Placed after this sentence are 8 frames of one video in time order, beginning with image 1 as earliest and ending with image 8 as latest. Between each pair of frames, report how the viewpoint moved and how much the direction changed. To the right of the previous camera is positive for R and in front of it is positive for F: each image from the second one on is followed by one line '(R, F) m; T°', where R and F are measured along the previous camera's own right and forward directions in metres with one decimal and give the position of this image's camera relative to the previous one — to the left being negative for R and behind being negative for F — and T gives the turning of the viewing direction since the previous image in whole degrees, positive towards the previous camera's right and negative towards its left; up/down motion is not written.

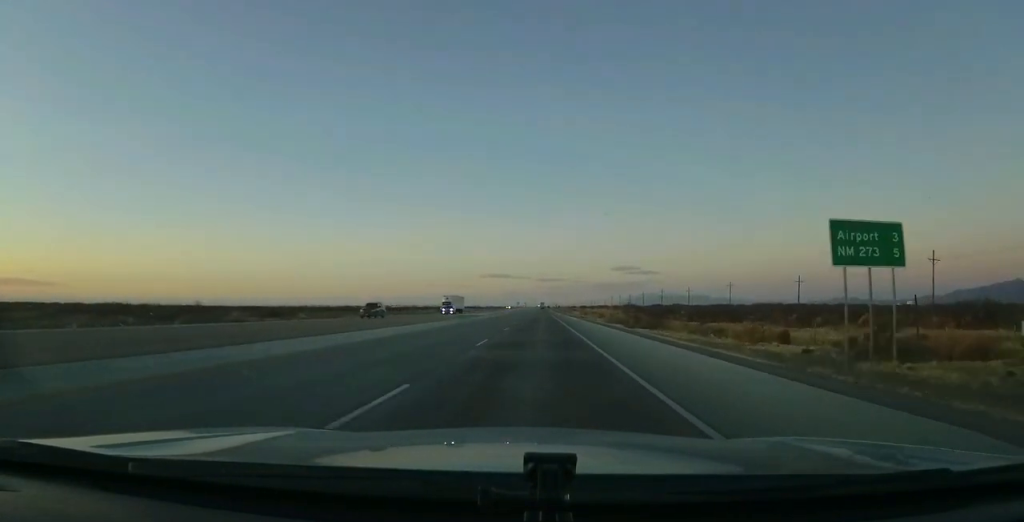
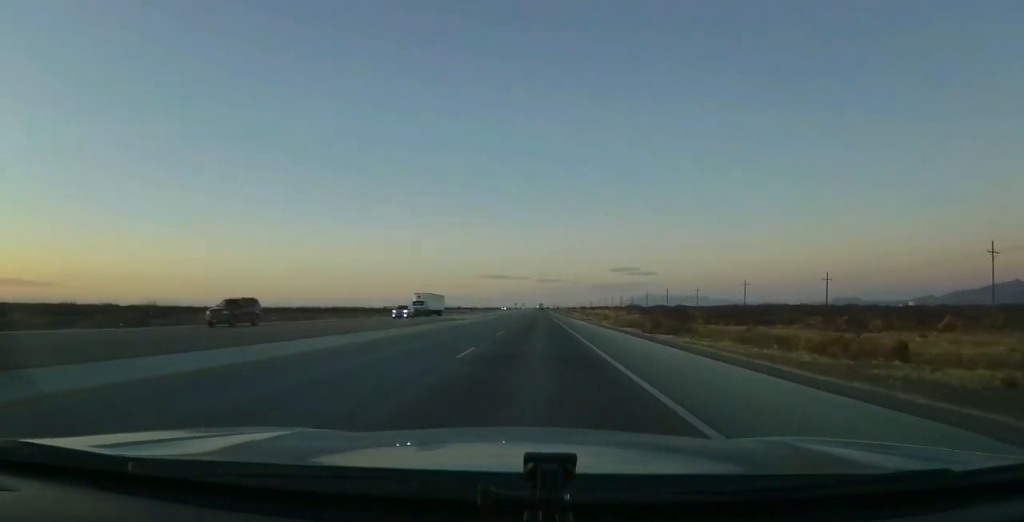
(0.0, +15.9) m; +1°
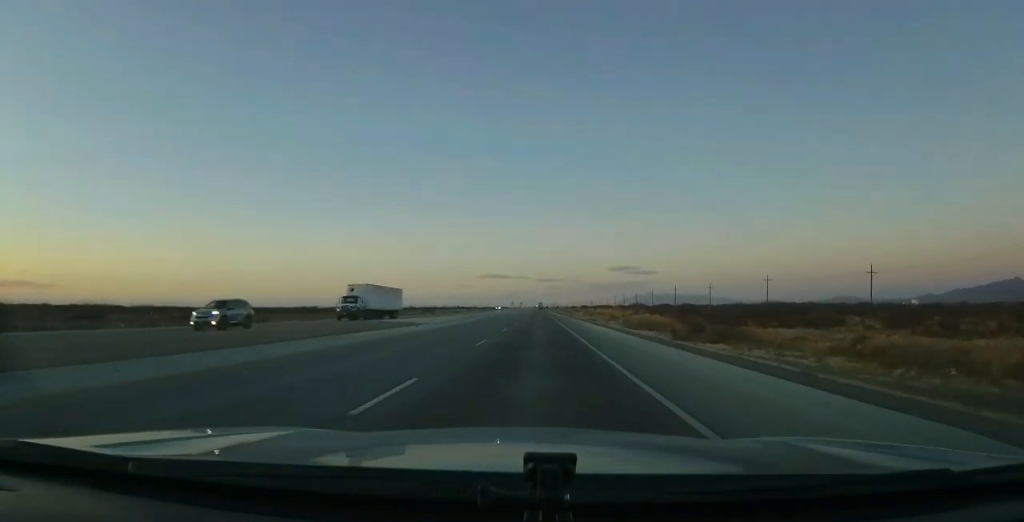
(+0.1, +19.7) m; 0°
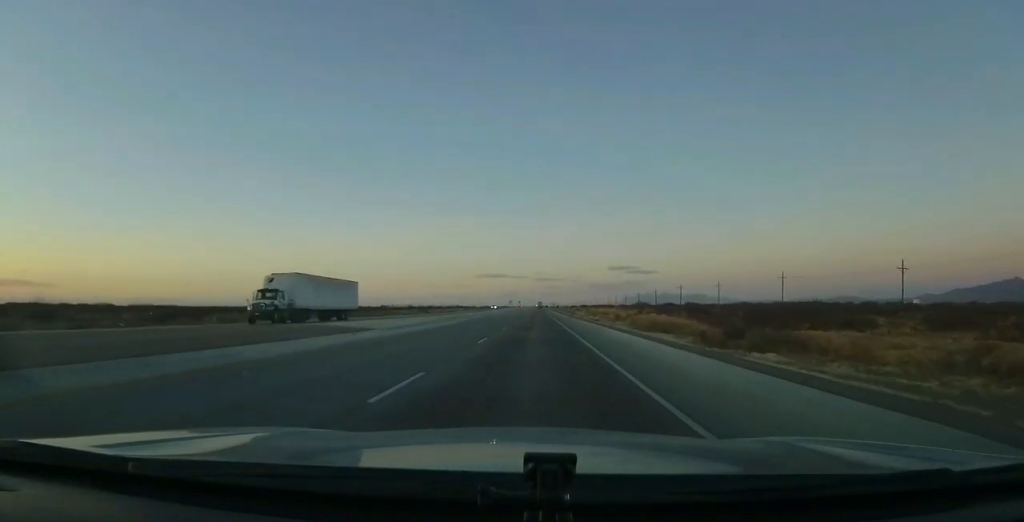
(+0.2, +11.4) m; 0°
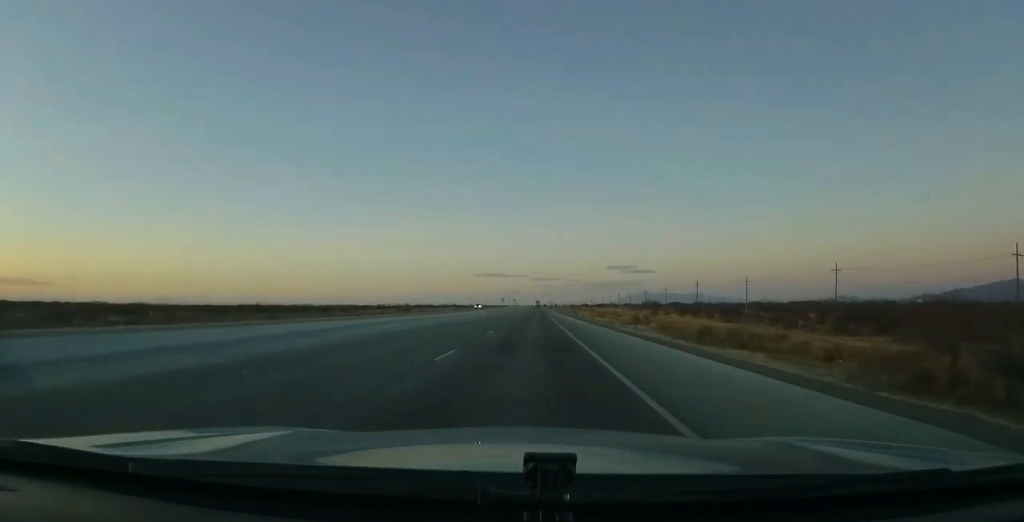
(-0.2, +31.1) m; 0°
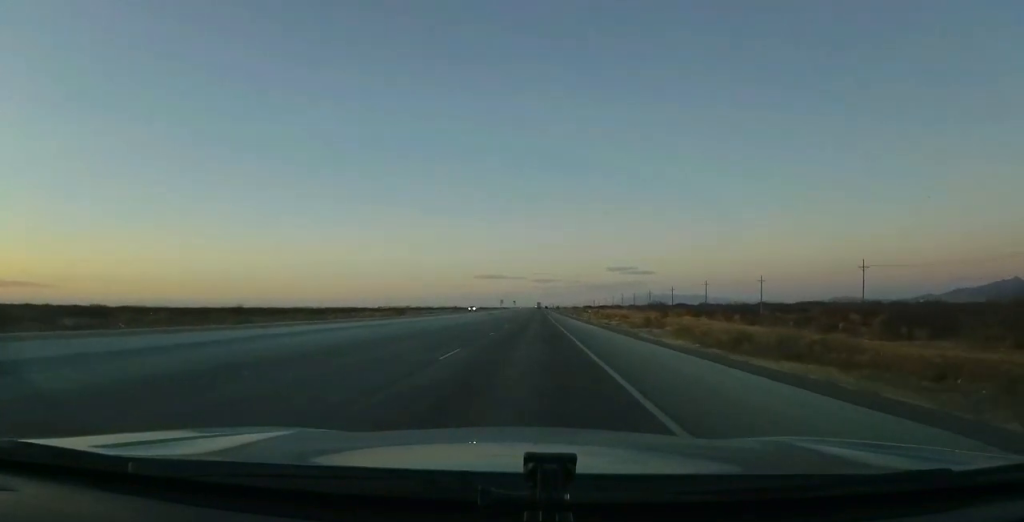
(0.0, +11.3) m; 0°
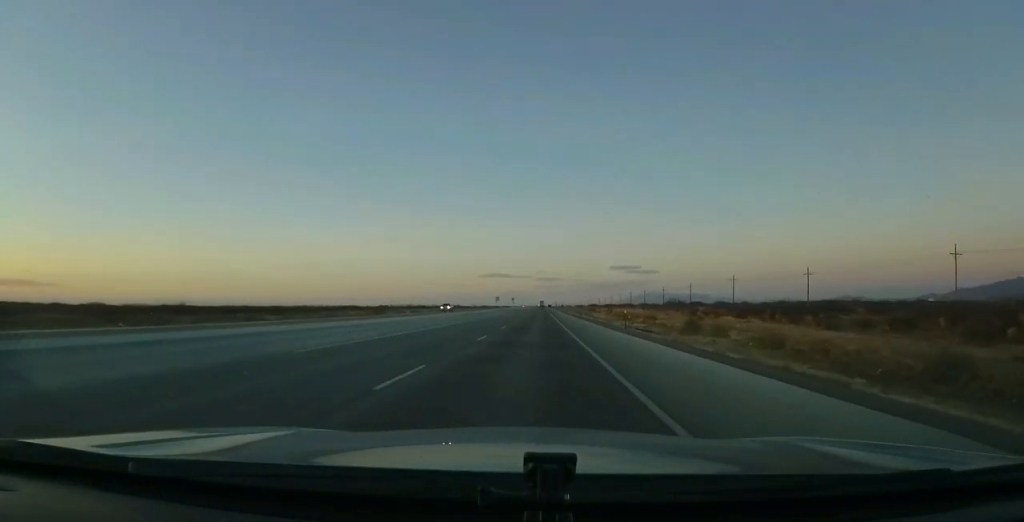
(+0.4, +29.3) m; +1°
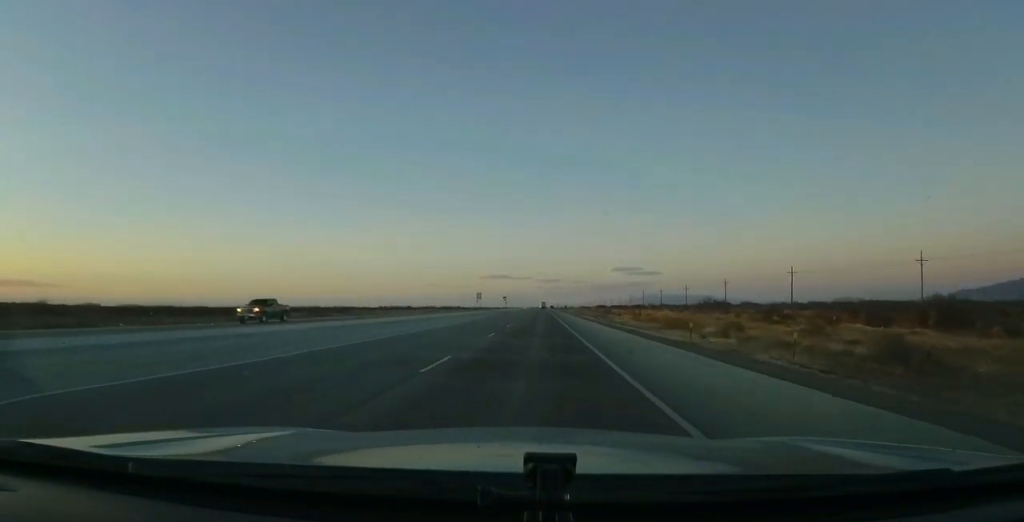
(0.0, +46.3) m; -1°
